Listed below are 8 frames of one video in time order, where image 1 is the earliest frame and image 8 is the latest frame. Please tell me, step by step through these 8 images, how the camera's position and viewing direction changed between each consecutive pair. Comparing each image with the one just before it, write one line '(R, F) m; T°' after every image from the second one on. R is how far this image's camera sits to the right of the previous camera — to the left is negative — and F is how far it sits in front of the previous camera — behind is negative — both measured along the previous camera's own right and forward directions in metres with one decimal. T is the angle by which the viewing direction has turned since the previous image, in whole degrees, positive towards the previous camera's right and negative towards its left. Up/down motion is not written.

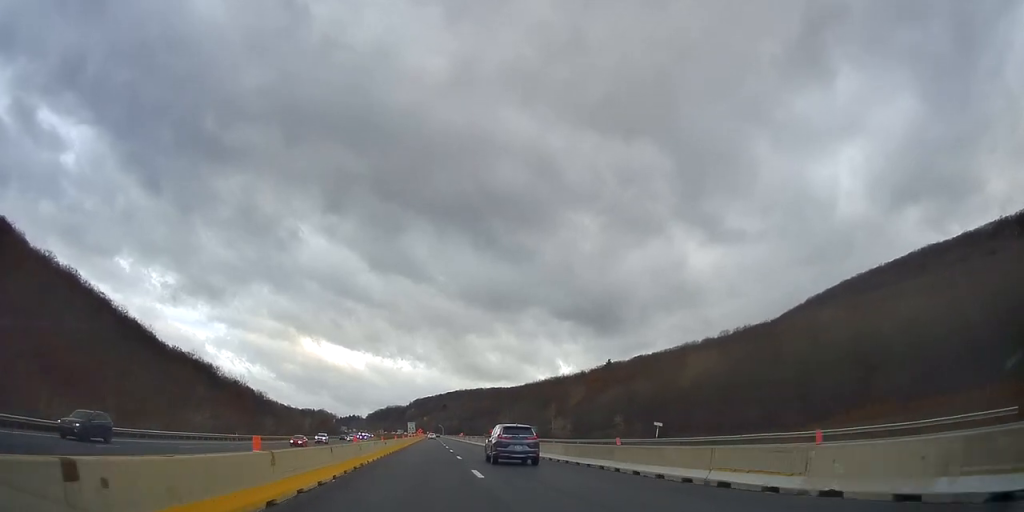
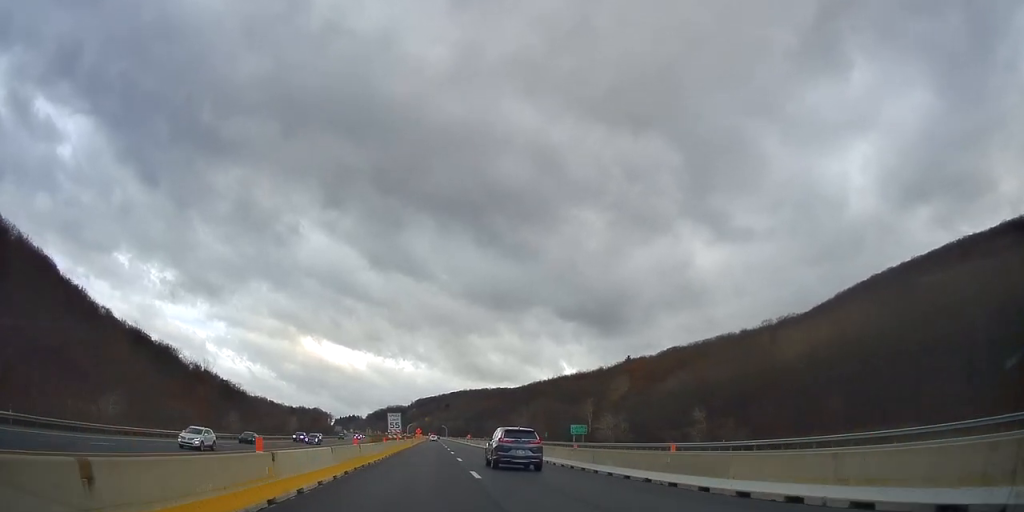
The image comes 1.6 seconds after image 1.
(0.0, +47.9) m; 0°
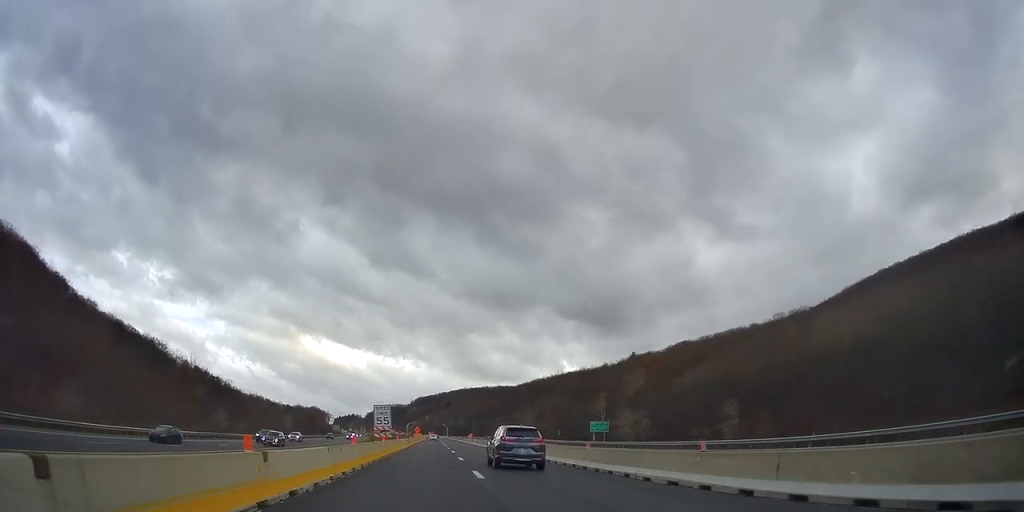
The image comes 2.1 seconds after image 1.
(0.0, +12.8) m; 0°
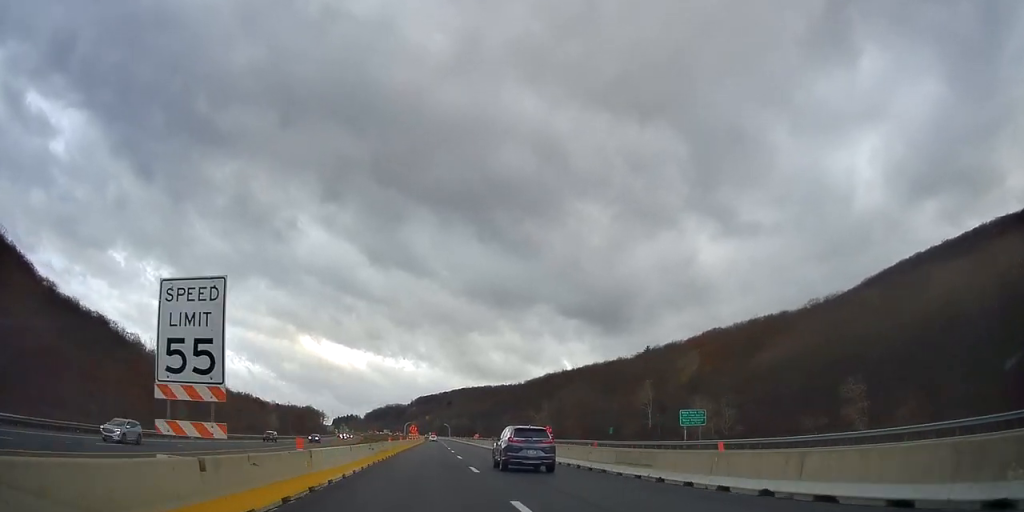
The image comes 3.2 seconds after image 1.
(0.0, +33.9) m; 0°
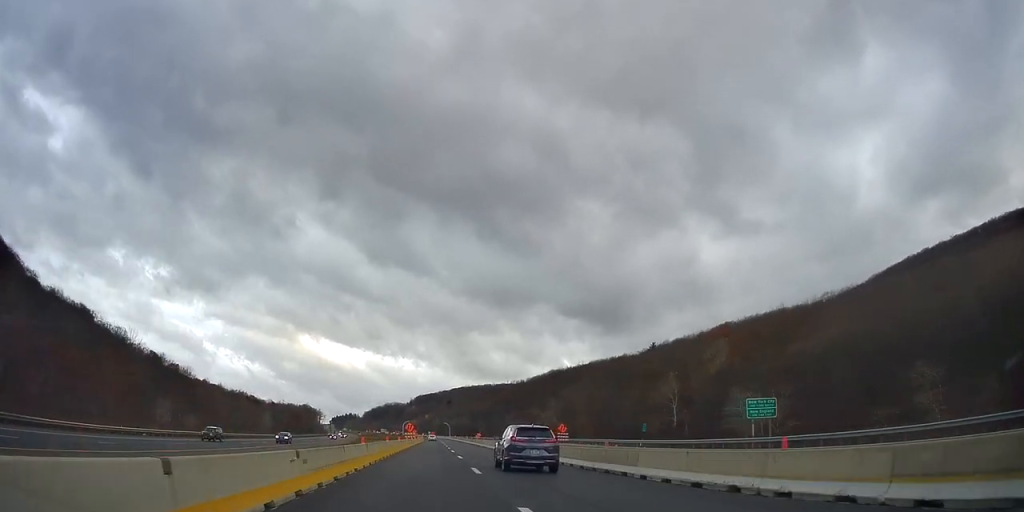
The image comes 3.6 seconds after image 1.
(0.0, +13.5) m; 0°
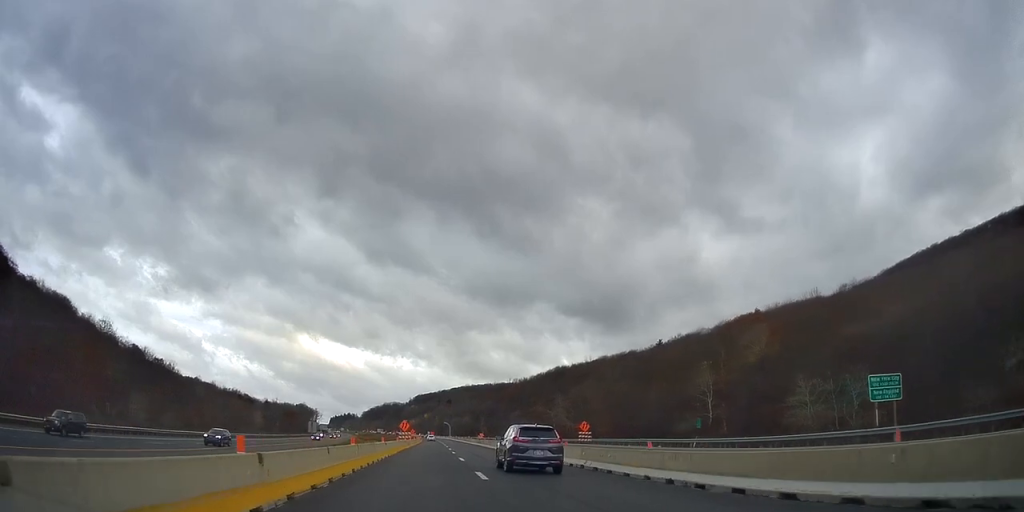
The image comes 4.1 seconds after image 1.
(0.0, +15.0) m; 0°
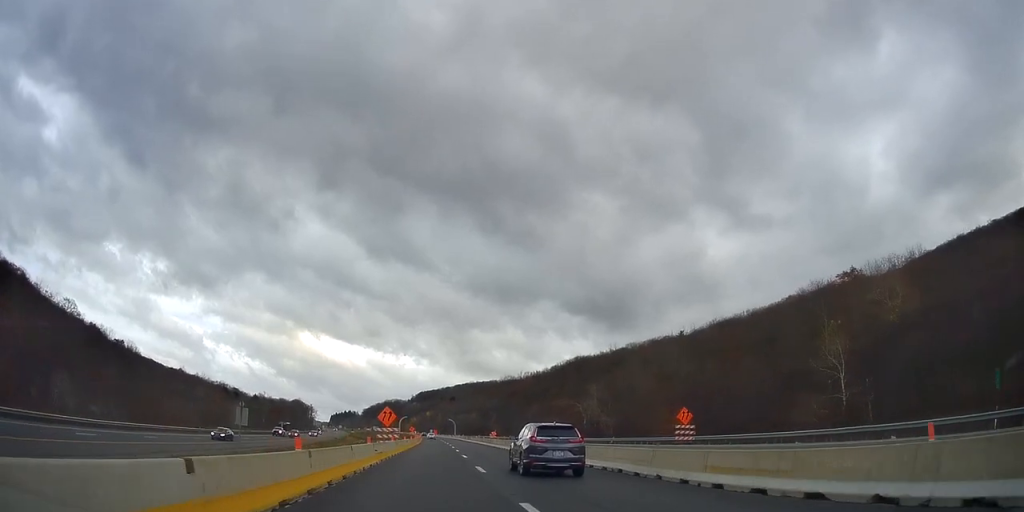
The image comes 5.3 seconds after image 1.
(0.0, +34.1) m; +1°
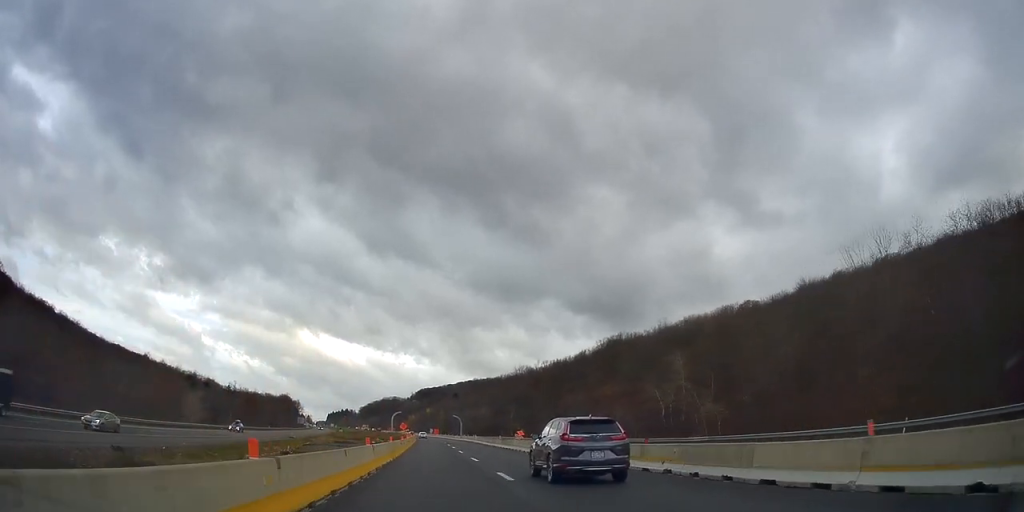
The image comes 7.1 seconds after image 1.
(-0.6, +53.3) m; -1°
